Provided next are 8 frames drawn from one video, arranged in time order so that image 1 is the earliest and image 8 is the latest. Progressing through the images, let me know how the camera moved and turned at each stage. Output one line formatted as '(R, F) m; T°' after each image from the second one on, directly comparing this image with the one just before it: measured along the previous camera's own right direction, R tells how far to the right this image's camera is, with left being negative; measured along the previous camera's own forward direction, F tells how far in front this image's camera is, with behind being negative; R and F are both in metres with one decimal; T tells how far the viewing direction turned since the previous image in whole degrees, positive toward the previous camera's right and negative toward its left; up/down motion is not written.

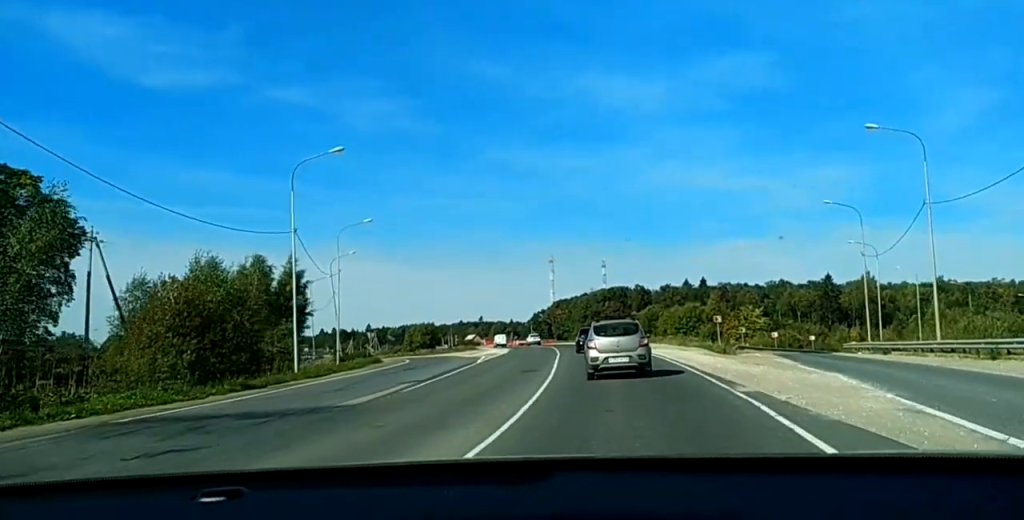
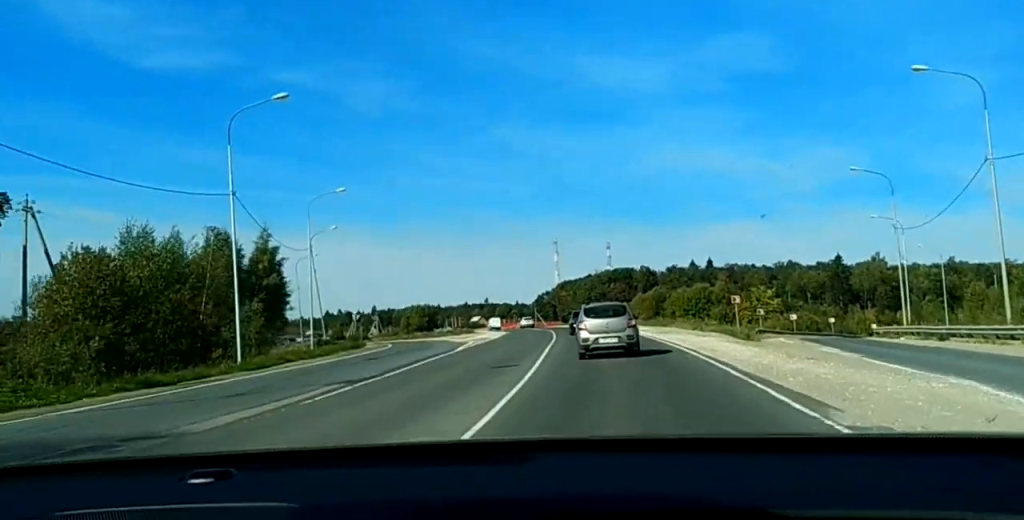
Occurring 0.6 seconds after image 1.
(-0.1, +9.7) m; 0°
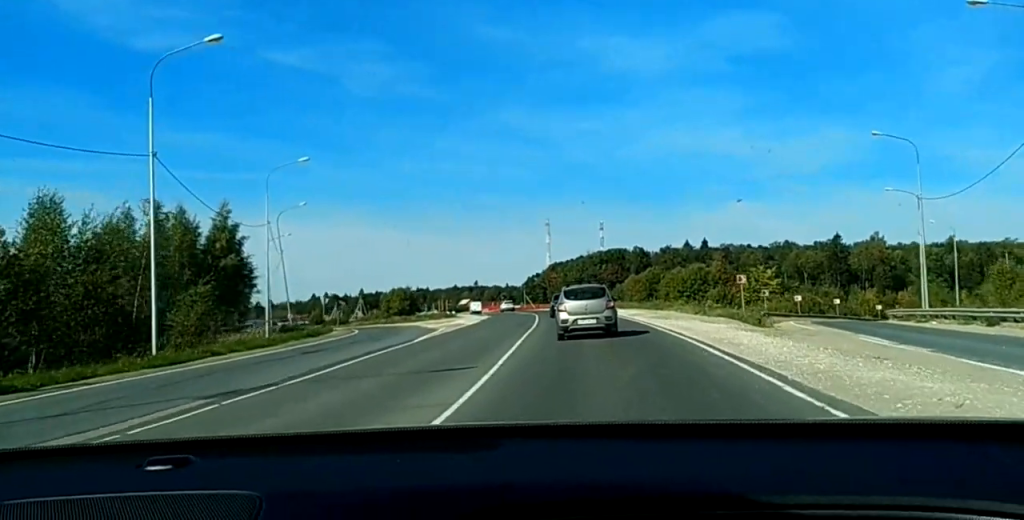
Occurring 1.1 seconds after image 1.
(-0.2, +6.8) m; 0°
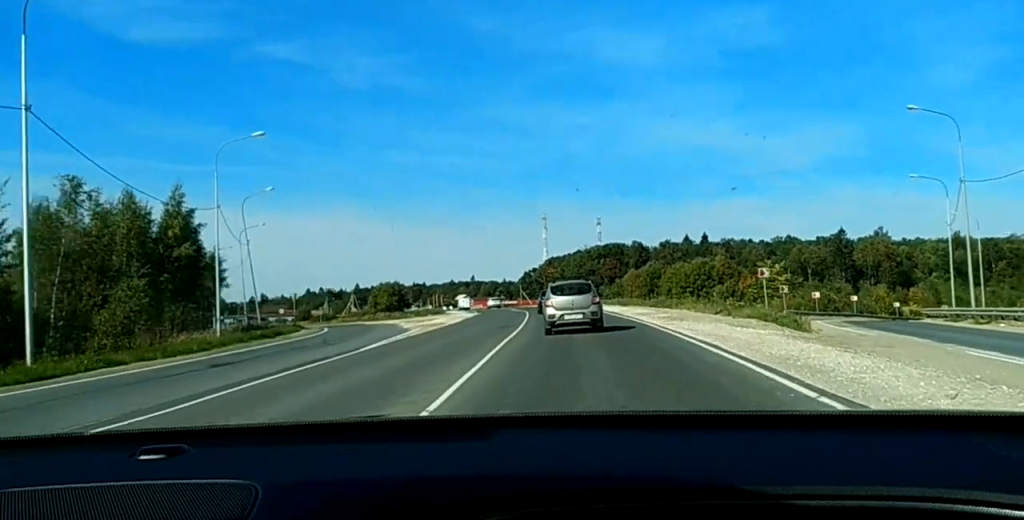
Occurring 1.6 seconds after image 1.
(+0.2, +8.5) m; 0°
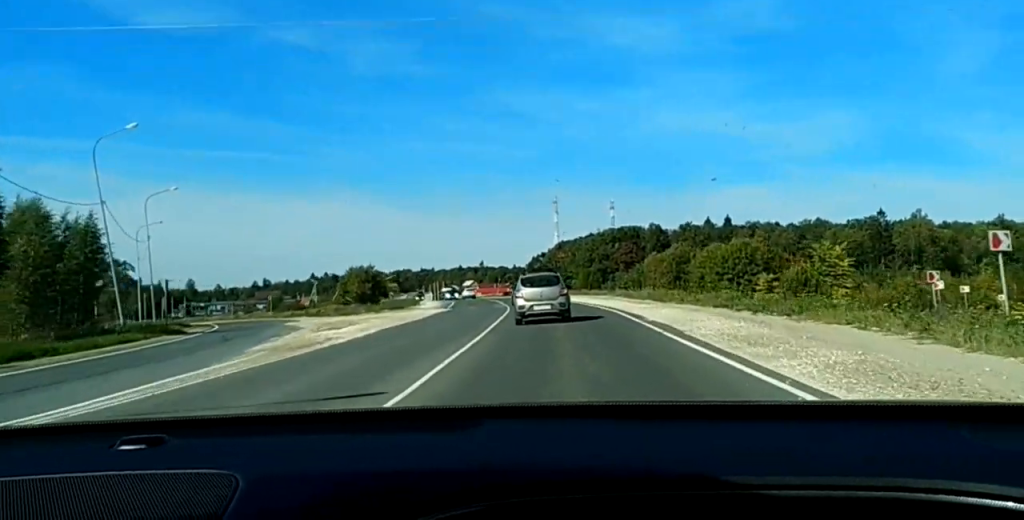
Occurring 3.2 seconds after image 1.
(0.0, +28.1) m; -1°
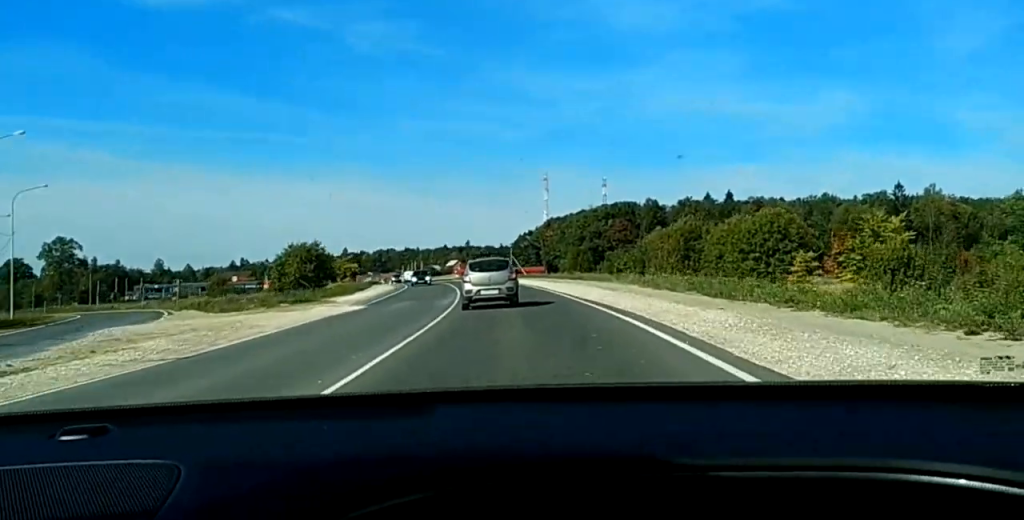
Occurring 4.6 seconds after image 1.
(-0.6, +24.2) m; -3°
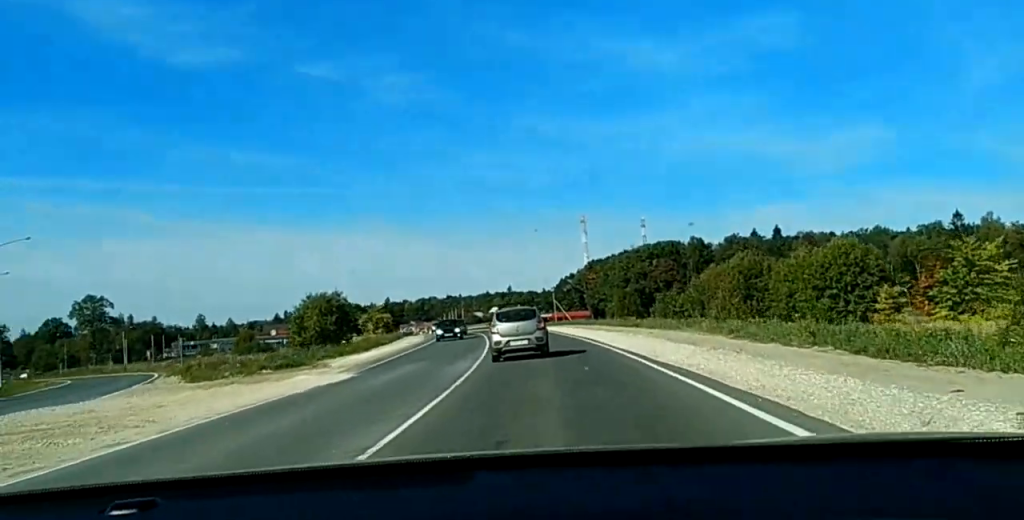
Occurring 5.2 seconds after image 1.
(-0.3, +11.2) m; -2°
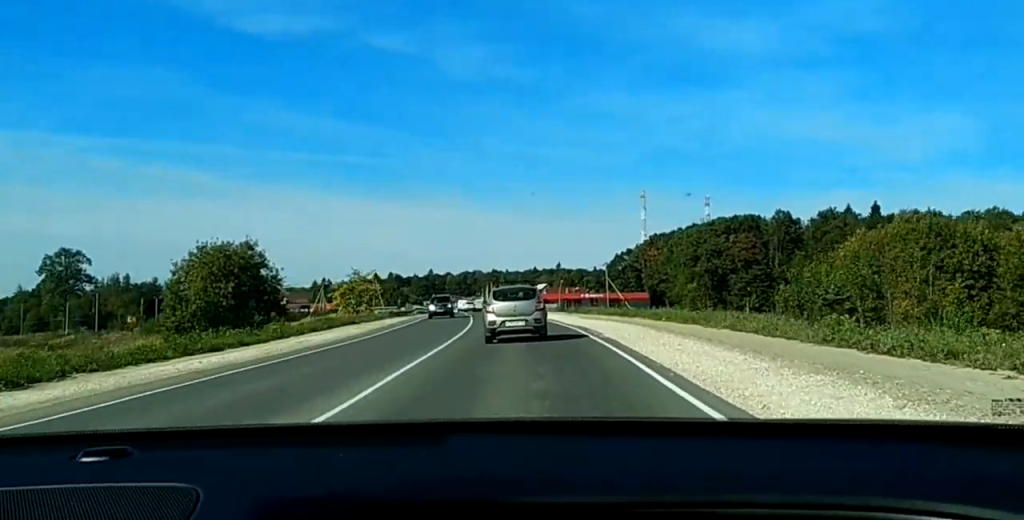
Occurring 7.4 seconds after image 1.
(-1.0, +42.2) m; -5°
